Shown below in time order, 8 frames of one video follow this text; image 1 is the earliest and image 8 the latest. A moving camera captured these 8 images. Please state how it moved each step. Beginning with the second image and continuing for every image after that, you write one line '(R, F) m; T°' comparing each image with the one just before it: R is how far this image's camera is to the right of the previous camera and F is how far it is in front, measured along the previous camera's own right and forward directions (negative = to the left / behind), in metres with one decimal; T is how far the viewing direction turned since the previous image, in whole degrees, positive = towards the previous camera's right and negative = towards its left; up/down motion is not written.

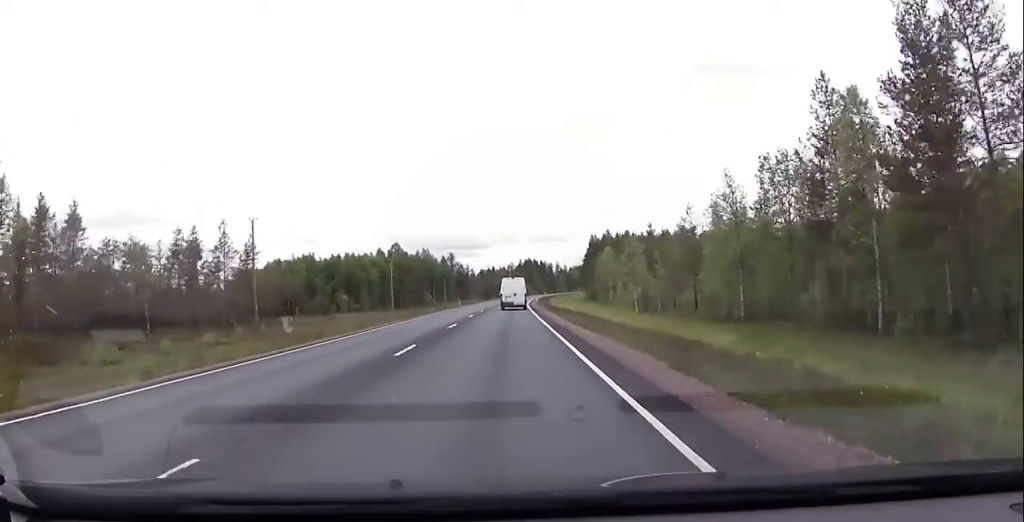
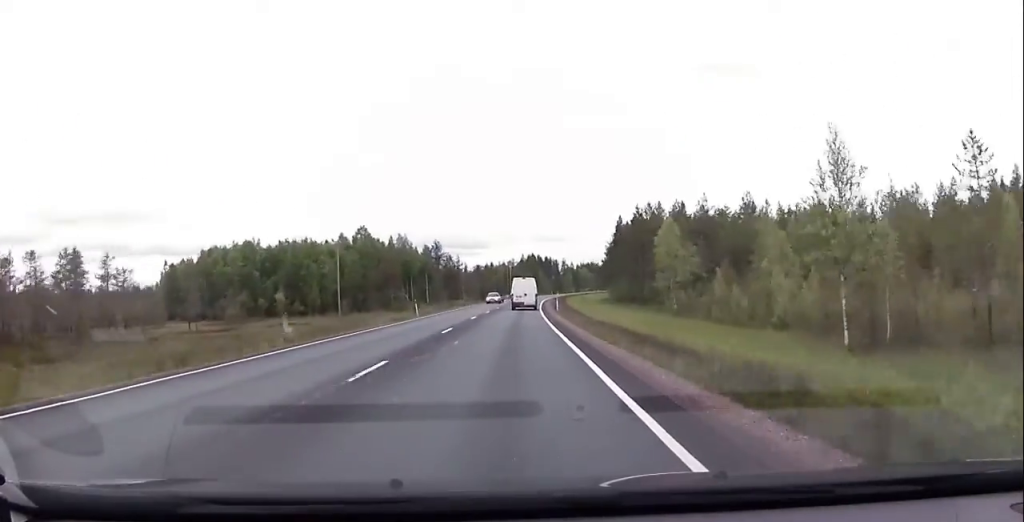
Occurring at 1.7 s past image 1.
(-0.2, +40.1) m; 0°
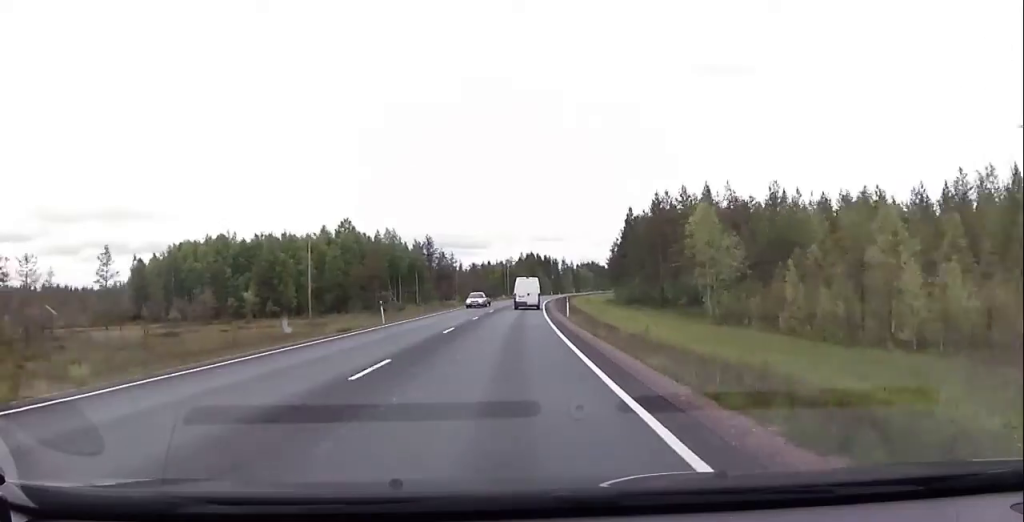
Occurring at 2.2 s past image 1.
(+0.1, +11.9) m; +1°
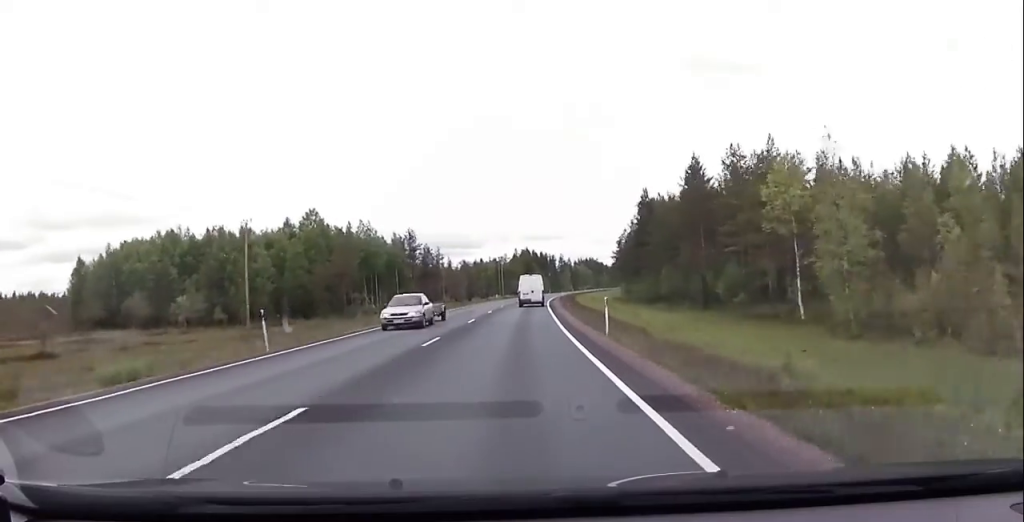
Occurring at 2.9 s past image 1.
(0.0, +17.4) m; 0°
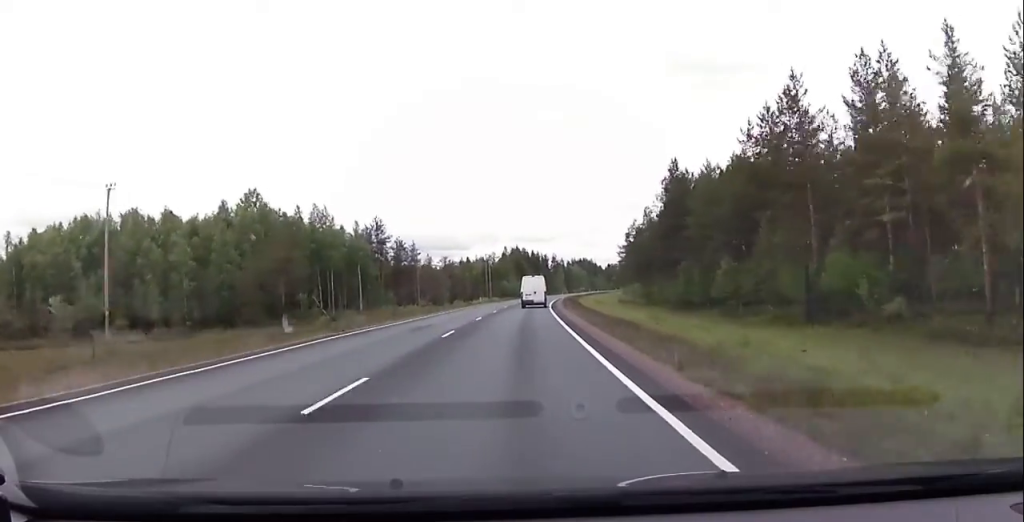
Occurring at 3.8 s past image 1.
(0.0, +21.3) m; 0°
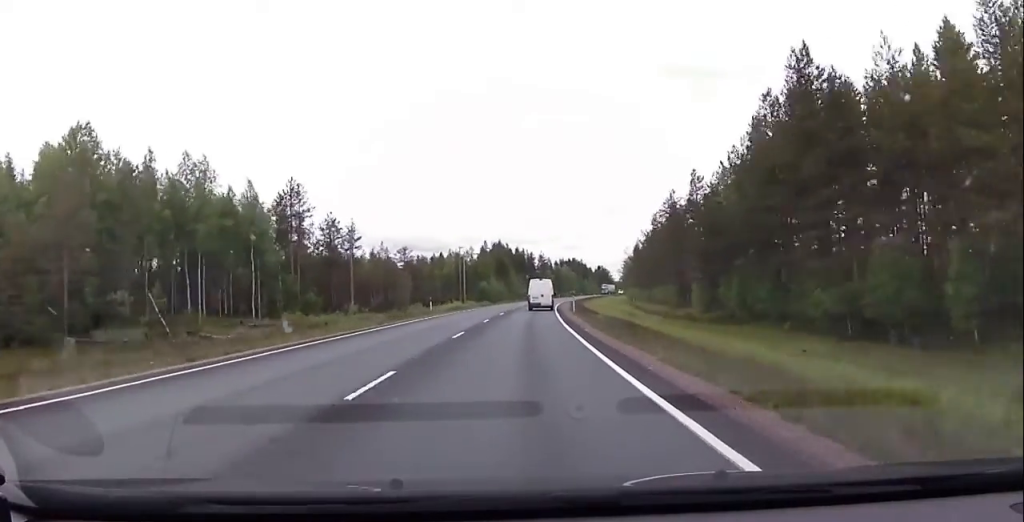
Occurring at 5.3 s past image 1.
(+0.1, +34.7) m; +2°
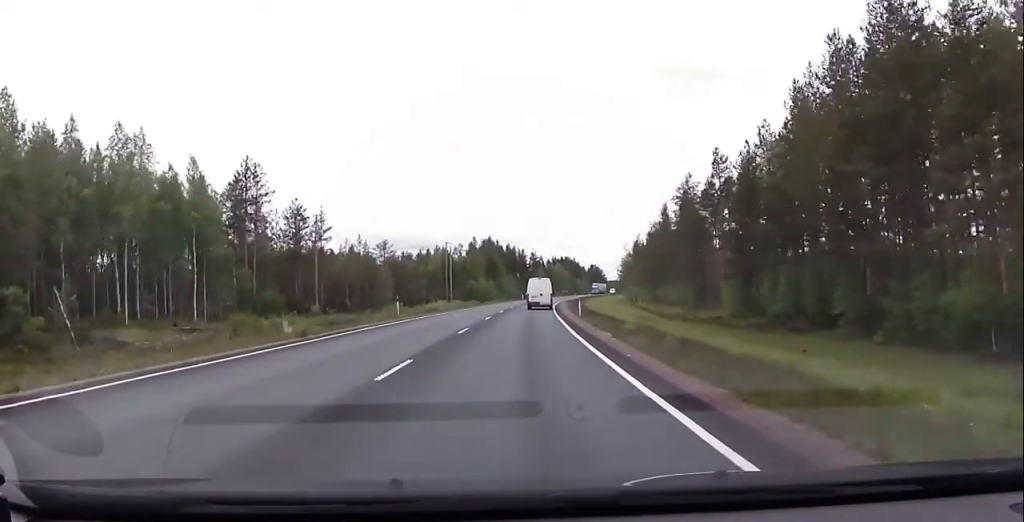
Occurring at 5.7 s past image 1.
(+0.2, +10.3) m; +1°
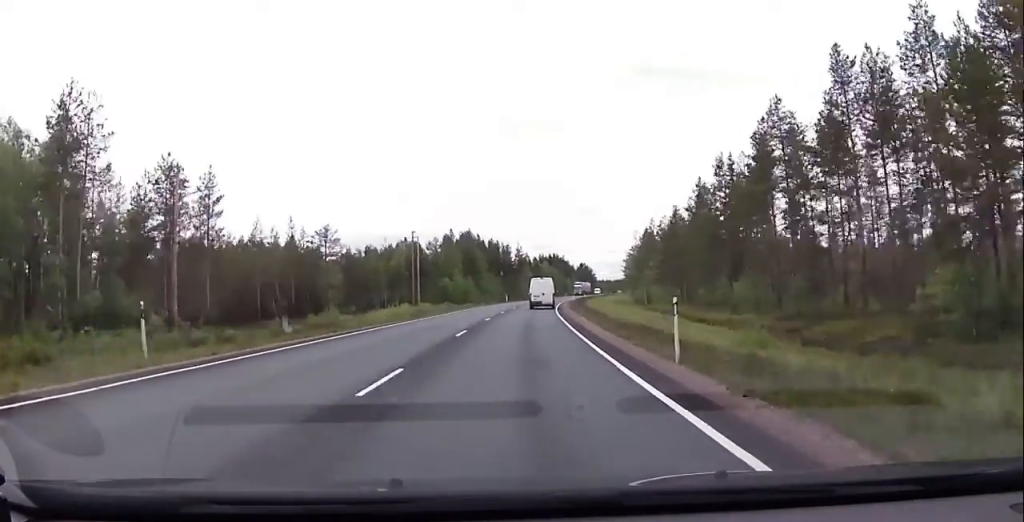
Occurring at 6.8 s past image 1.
(+0.6, +25.2) m; +2°
